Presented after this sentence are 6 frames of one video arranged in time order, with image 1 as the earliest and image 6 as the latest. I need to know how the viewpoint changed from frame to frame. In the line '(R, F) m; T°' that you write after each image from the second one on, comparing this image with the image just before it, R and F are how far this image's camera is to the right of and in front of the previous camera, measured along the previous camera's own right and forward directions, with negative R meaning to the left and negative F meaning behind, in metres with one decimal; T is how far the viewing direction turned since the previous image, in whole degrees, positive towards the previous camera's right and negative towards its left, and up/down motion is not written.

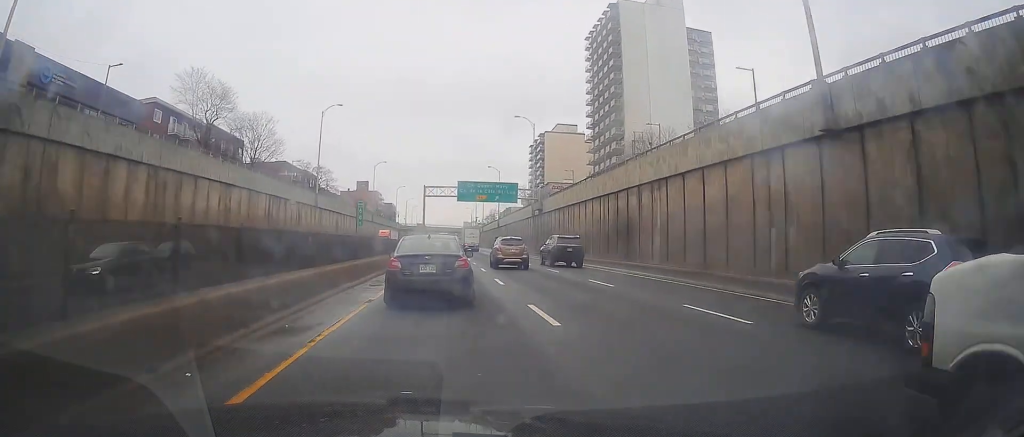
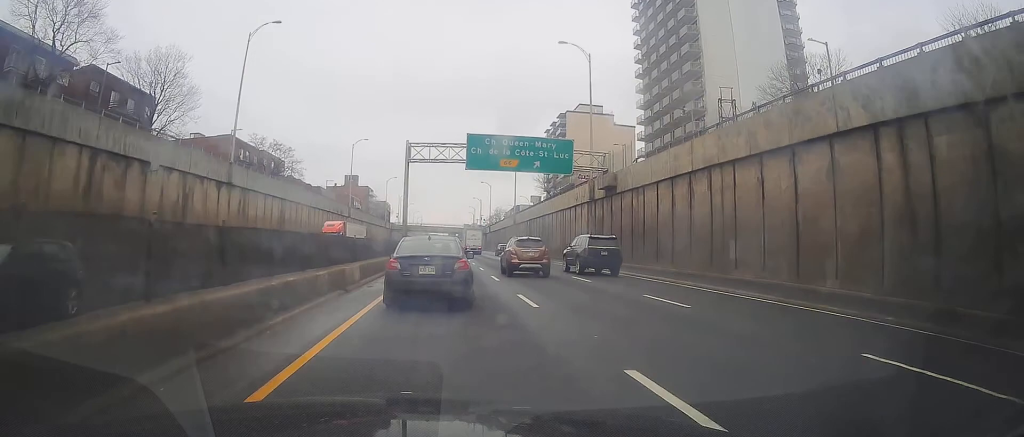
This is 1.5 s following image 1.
(-0.2, +31.7) m; 0°
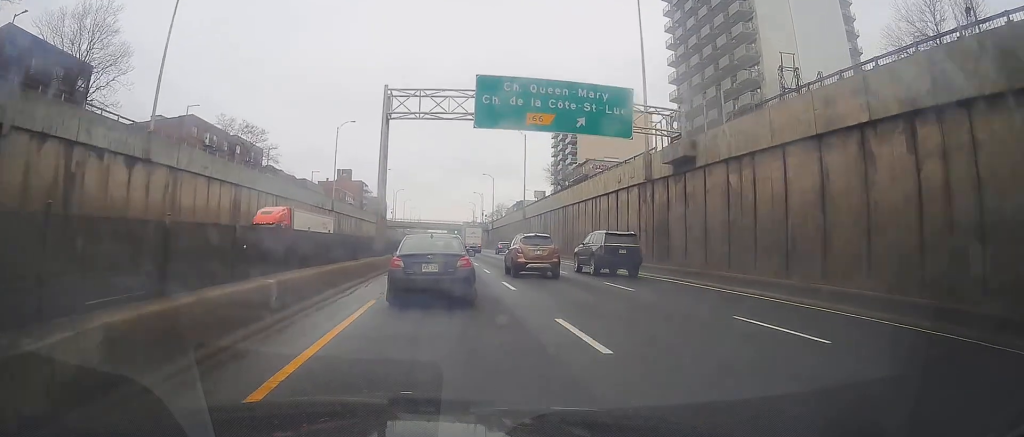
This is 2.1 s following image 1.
(0.0, +14.4) m; 0°
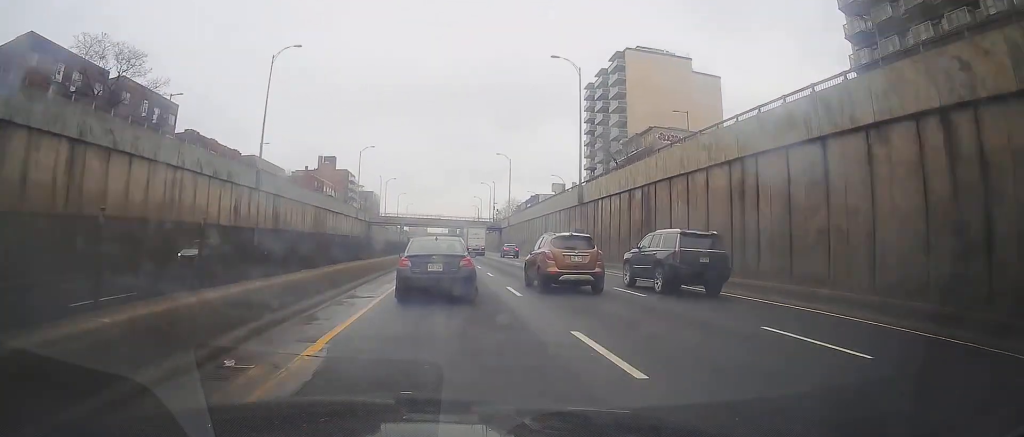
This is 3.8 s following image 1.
(0.0, +36.8) m; -1°
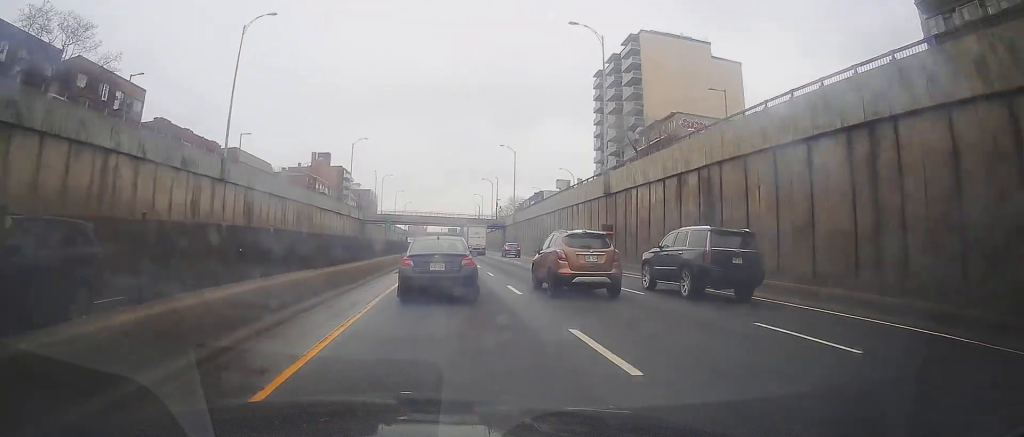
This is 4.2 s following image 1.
(-0.1, +8.7) m; 0°
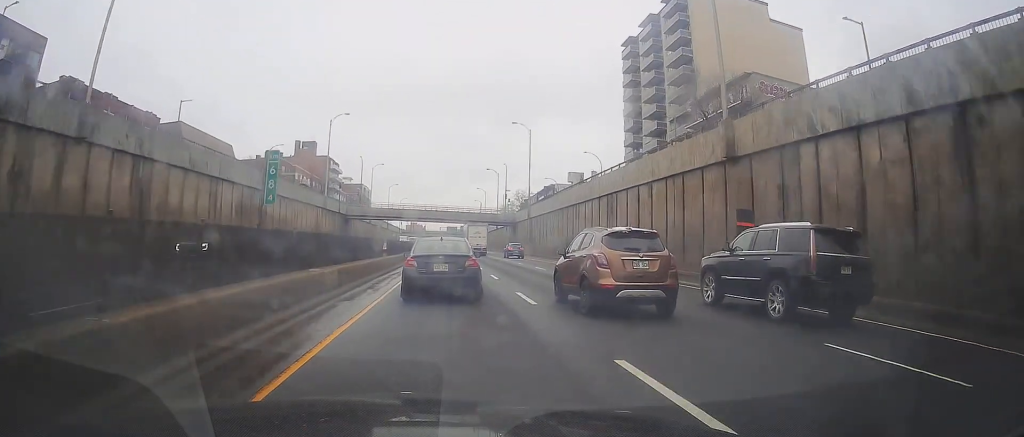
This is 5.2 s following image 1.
(-0.2, +20.2) m; 0°
